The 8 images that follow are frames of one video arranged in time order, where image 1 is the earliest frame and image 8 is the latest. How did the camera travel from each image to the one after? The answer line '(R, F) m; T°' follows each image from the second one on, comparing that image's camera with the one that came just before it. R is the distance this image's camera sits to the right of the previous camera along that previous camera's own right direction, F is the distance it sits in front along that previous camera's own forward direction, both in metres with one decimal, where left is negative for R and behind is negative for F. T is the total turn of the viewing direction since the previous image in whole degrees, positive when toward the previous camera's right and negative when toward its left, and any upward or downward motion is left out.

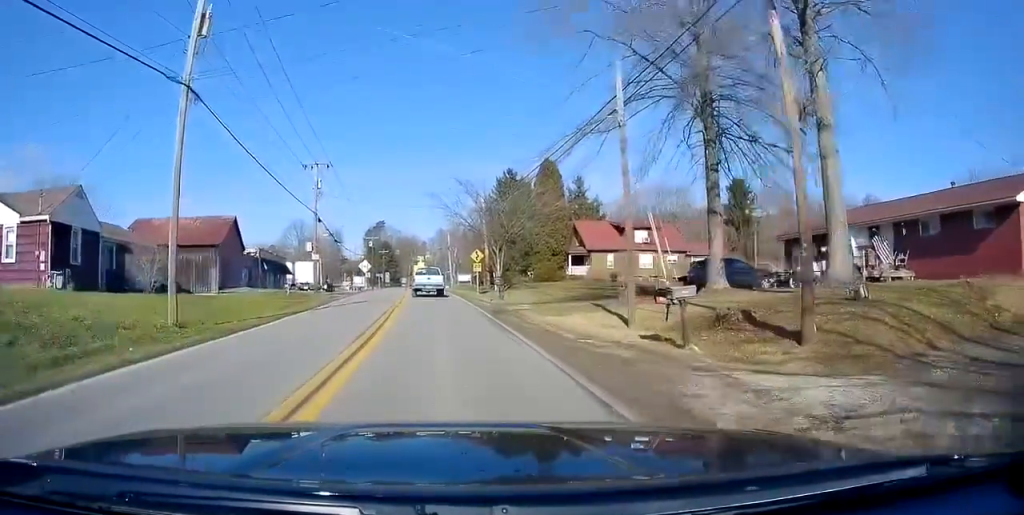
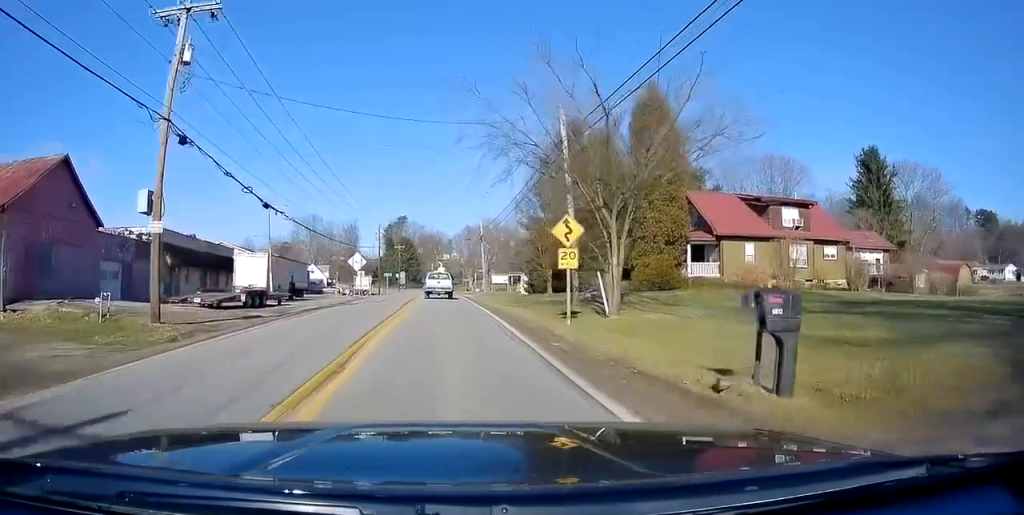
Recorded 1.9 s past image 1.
(-0.4, +27.0) m; -3°
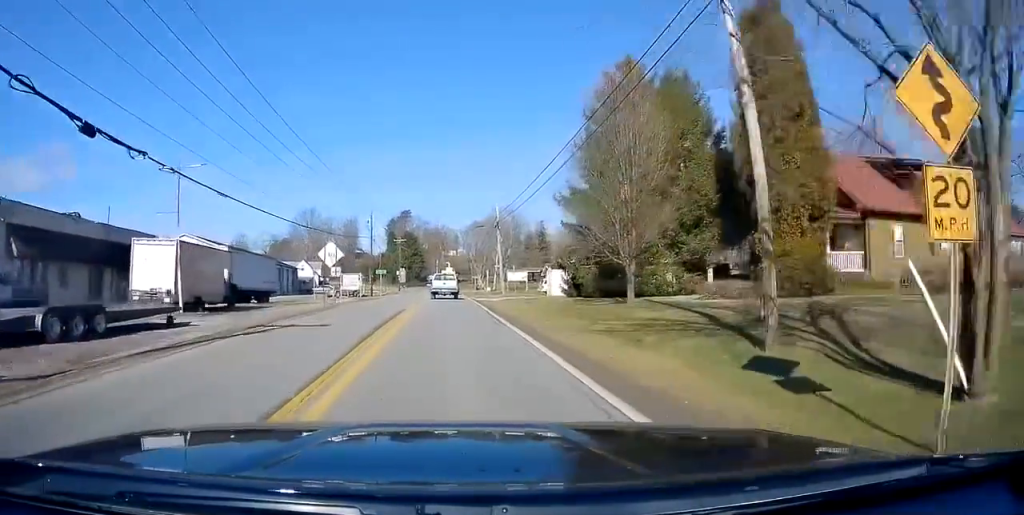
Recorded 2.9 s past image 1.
(-0.4, +15.0) m; 0°
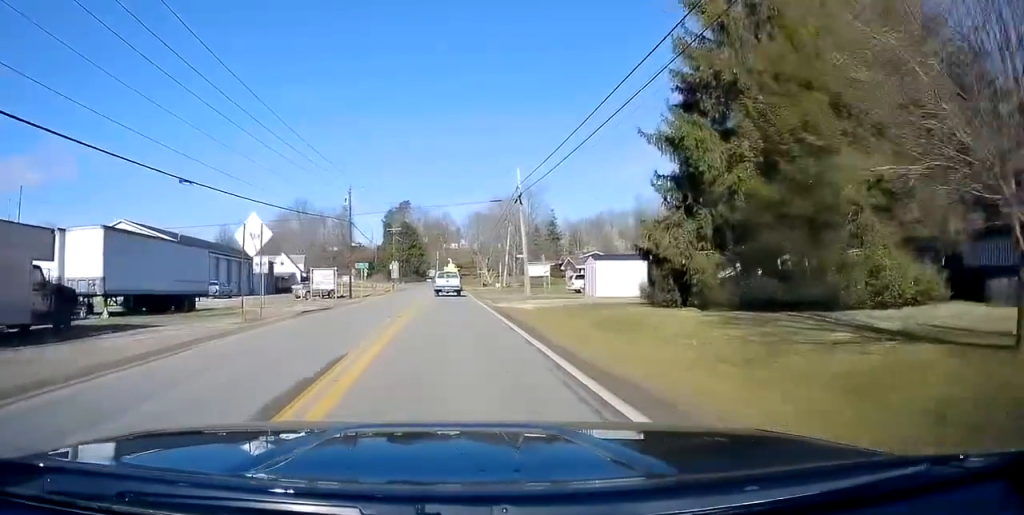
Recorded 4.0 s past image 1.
(+0.4, +16.2) m; 0°
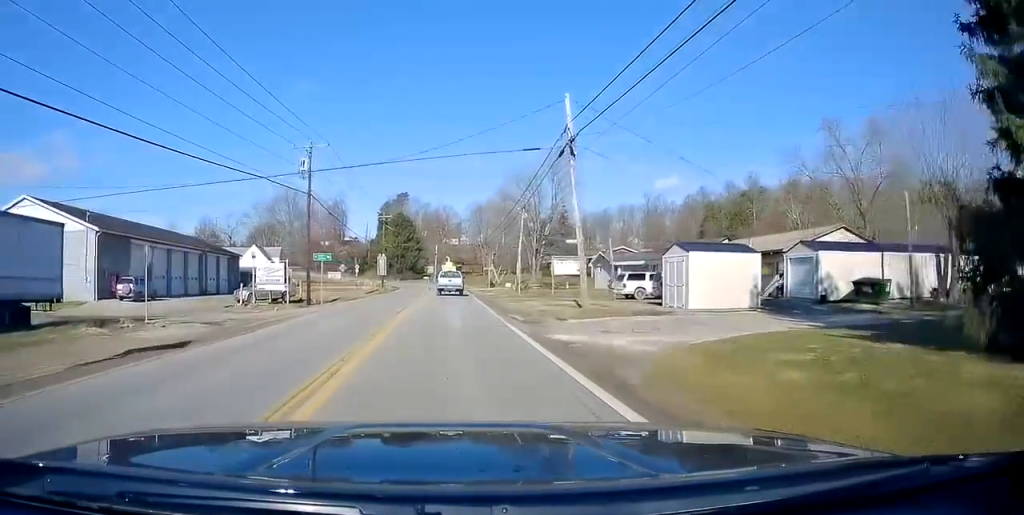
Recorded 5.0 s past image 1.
(-0.4, +16.2) m; -2°
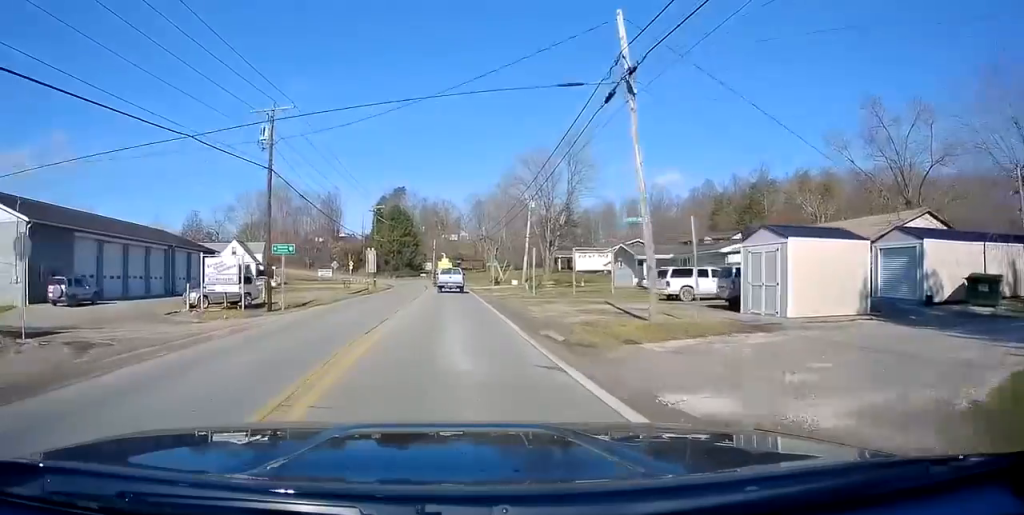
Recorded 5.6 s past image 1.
(-0.1, +8.4) m; 0°
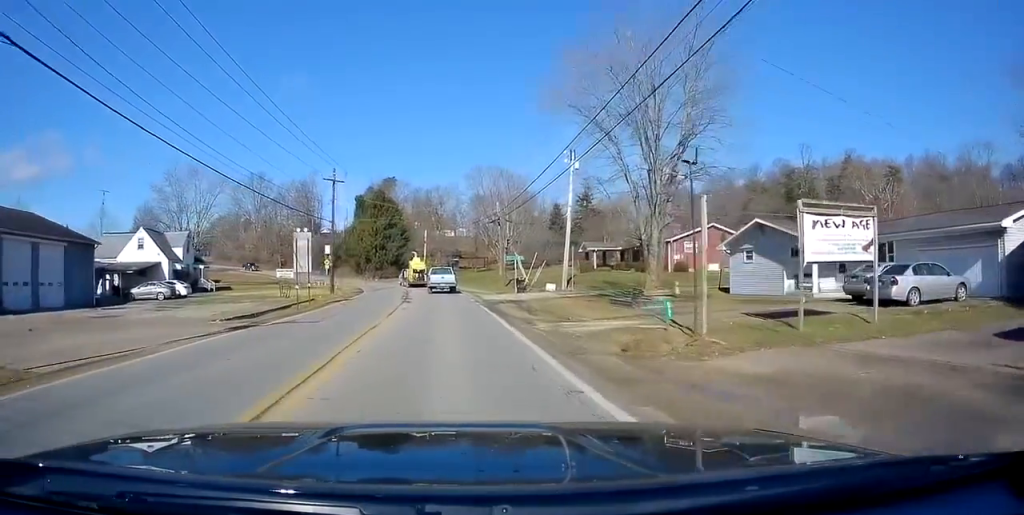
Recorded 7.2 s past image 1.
(+0.4, +25.5) m; +2°
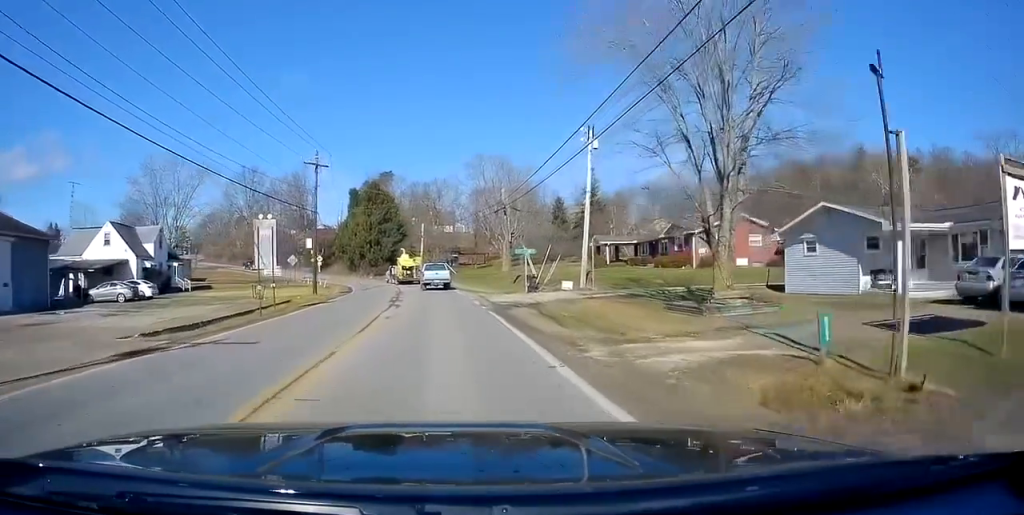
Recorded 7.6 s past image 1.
(0.0, +6.2) m; 0°
